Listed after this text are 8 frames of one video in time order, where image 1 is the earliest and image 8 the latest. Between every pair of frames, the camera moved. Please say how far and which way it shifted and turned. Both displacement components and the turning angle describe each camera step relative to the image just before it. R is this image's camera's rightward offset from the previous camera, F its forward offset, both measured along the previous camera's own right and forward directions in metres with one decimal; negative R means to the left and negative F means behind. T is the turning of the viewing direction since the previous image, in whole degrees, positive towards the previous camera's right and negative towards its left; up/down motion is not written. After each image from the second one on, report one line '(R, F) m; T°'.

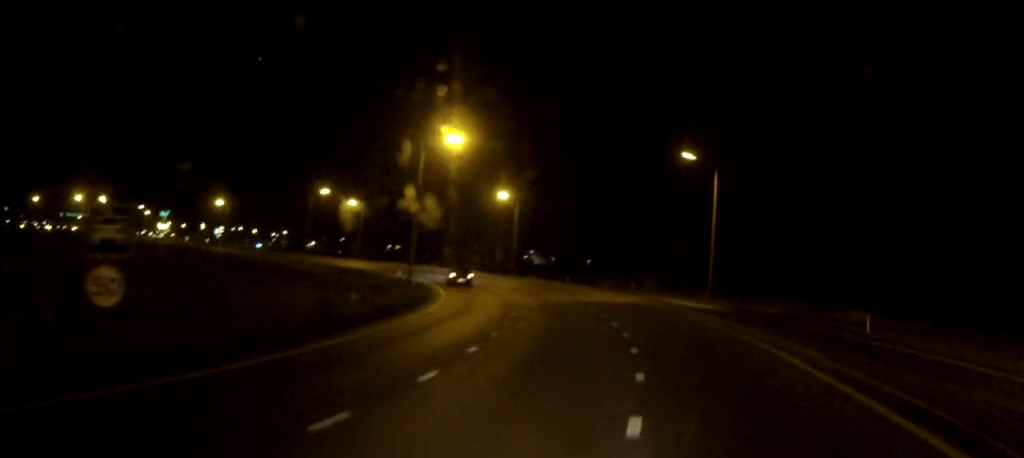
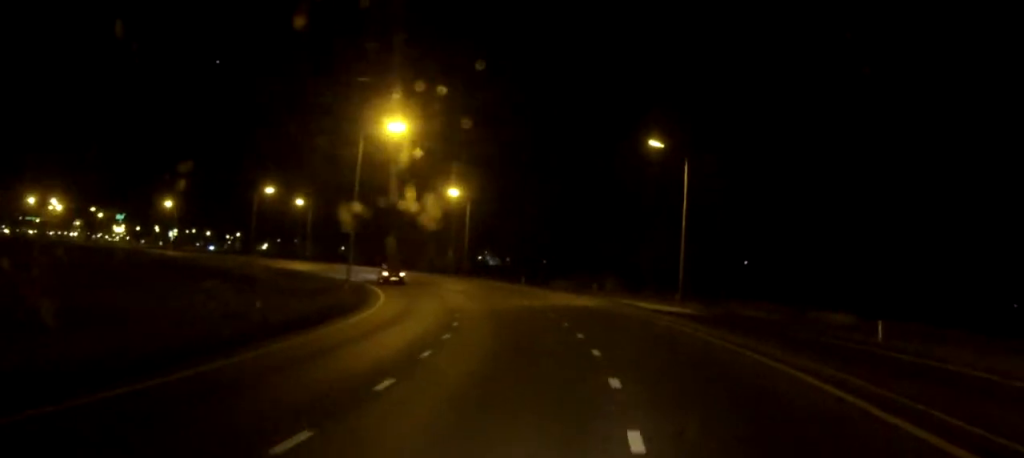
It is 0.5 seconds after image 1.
(+0.1, +5.0) m; +1°
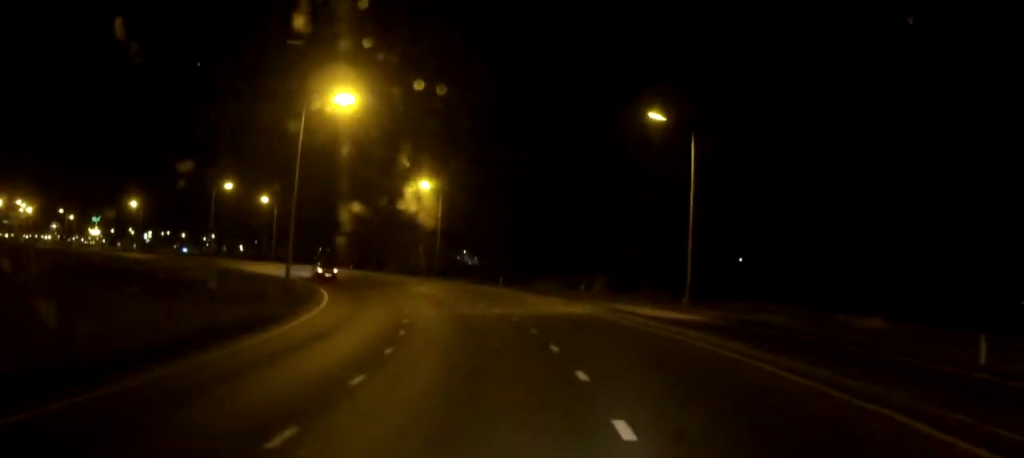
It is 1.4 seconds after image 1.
(0.0, +8.2) m; -2°
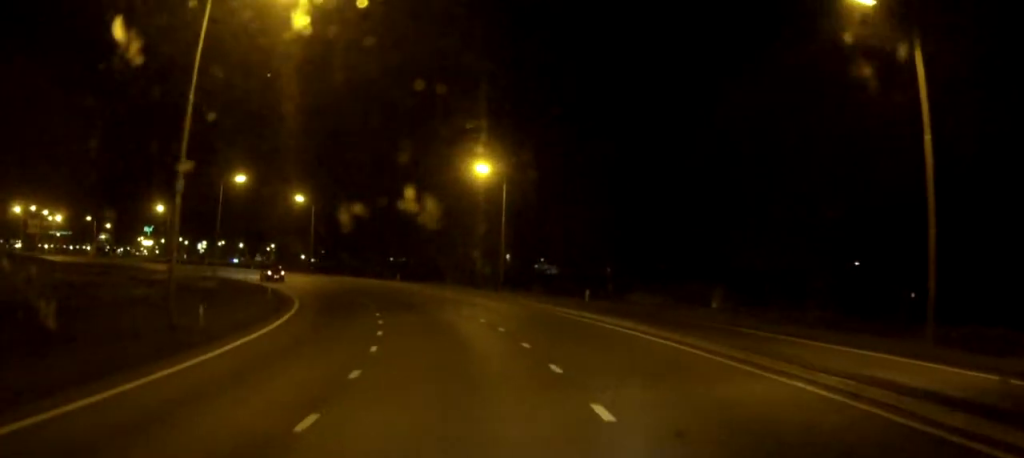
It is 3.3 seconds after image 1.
(-1.6, +19.6) m; -9°
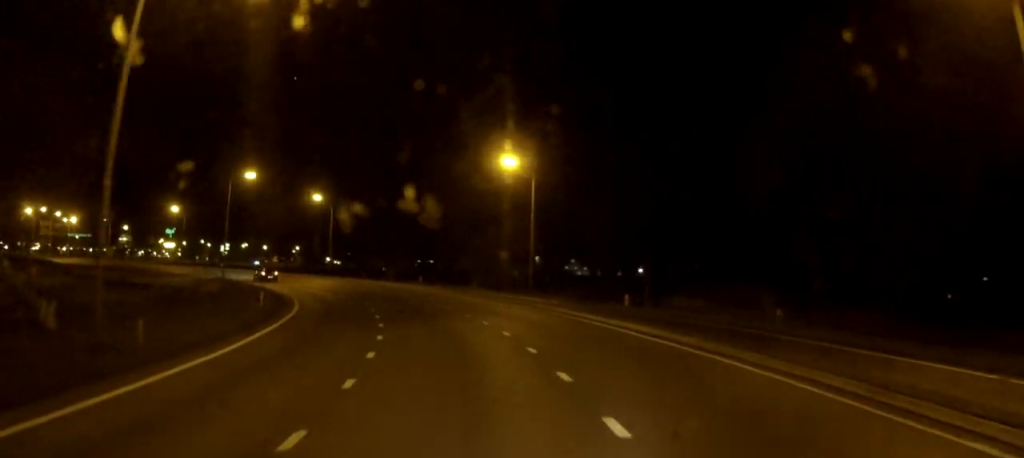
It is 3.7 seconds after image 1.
(-0.2, +5.0) m; -2°
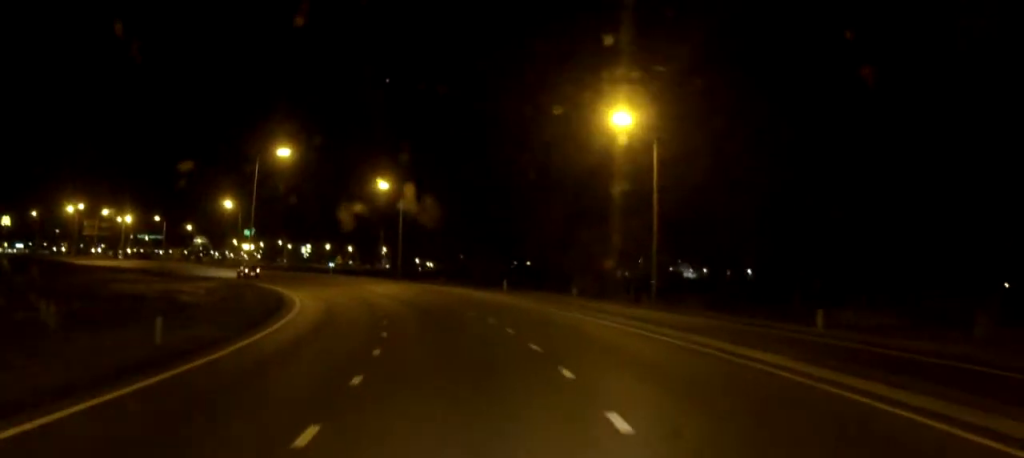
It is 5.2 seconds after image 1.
(-0.8, +16.3) m; -6°
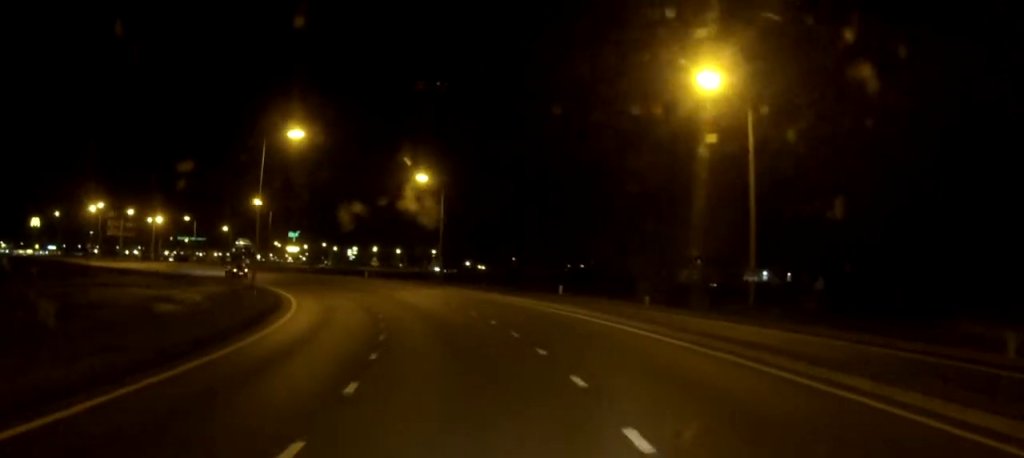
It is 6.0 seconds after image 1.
(-0.4, +9.2) m; -4°
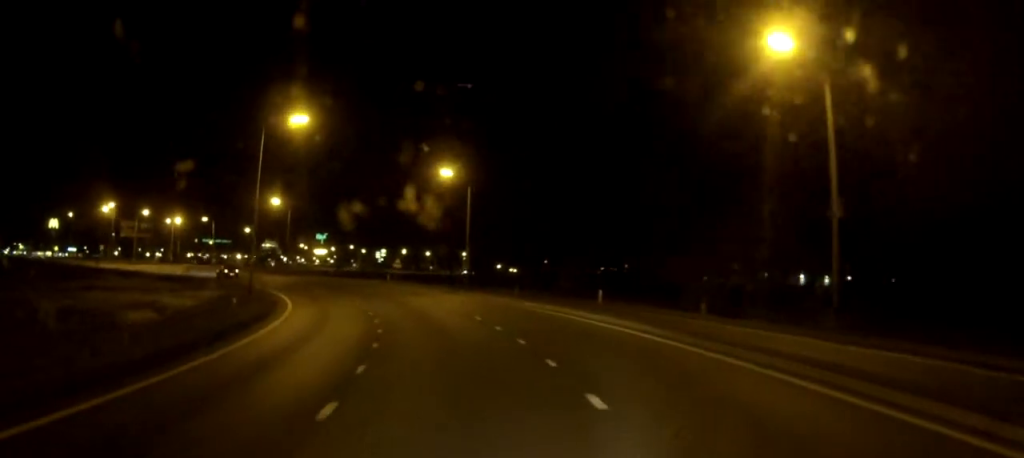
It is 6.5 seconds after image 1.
(-0.1, +5.9) m; -3°
